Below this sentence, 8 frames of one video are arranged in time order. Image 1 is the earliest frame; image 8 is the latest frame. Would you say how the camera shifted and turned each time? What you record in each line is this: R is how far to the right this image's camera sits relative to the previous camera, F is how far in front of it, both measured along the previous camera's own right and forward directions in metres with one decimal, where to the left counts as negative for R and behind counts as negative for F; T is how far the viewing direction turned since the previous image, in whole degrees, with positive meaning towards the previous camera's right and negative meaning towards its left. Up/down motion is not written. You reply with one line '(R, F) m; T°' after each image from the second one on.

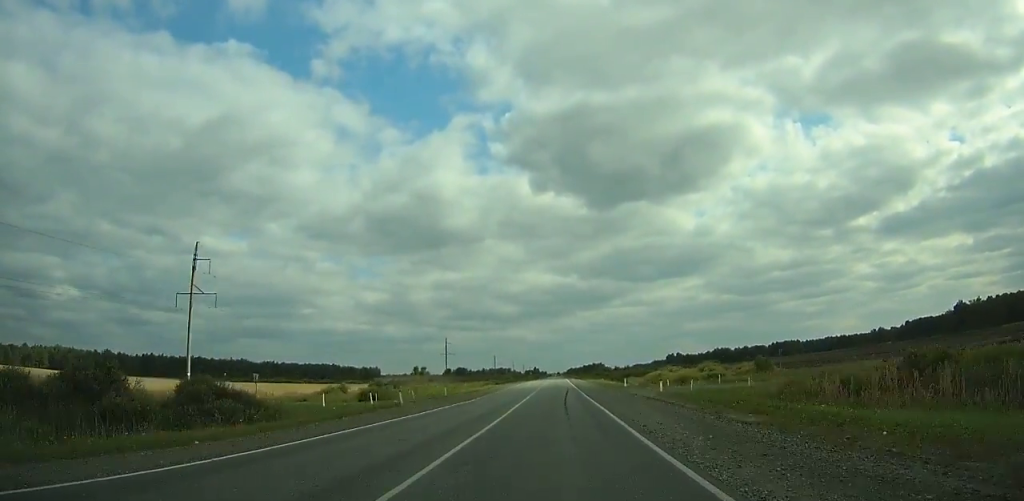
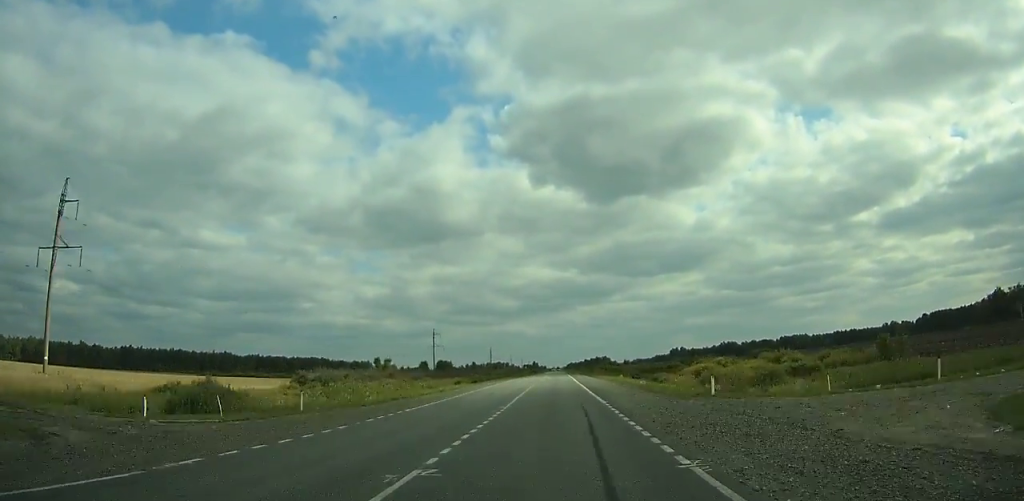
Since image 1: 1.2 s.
(0.0, +29.6) m; 0°
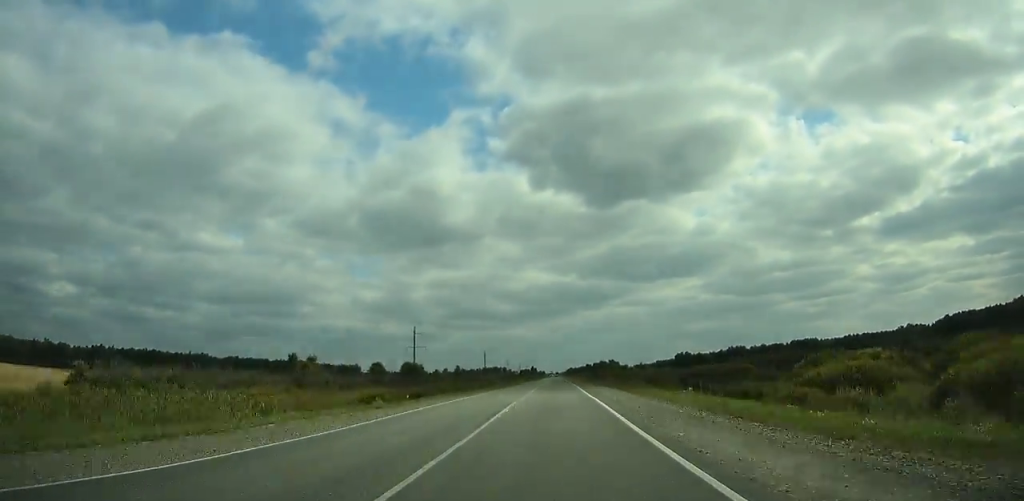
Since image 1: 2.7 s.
(0.0, +36.4) m; 0°
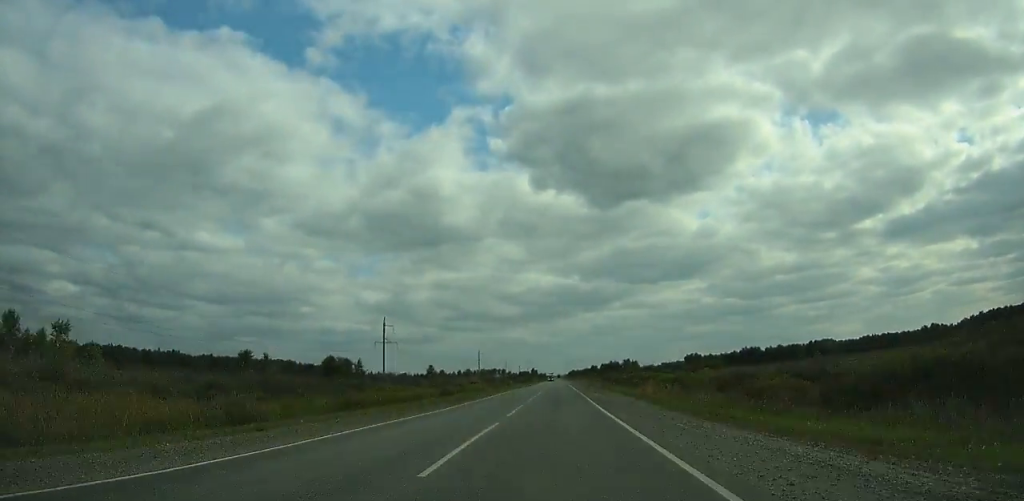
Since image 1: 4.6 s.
(-0.1, +46.0) m; 0°
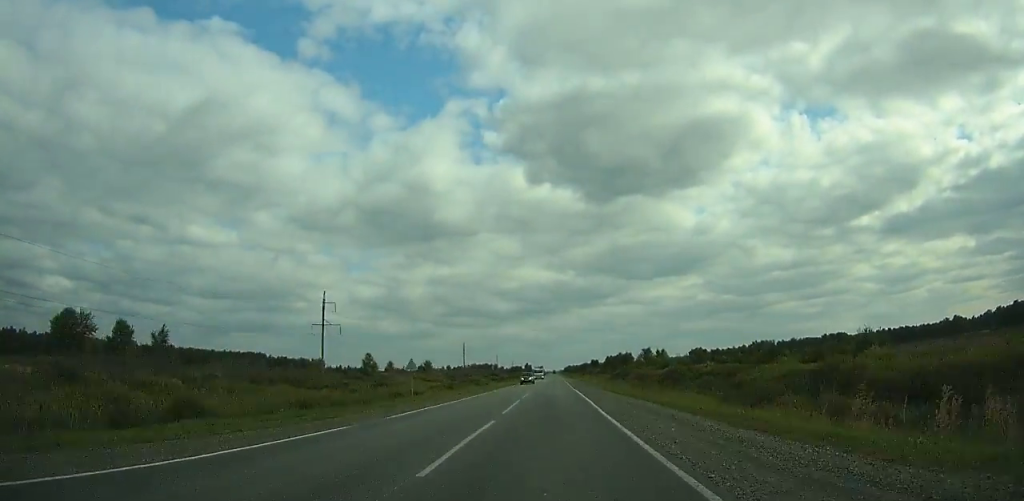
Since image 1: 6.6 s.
(+0.2, +48.3) m; 0°
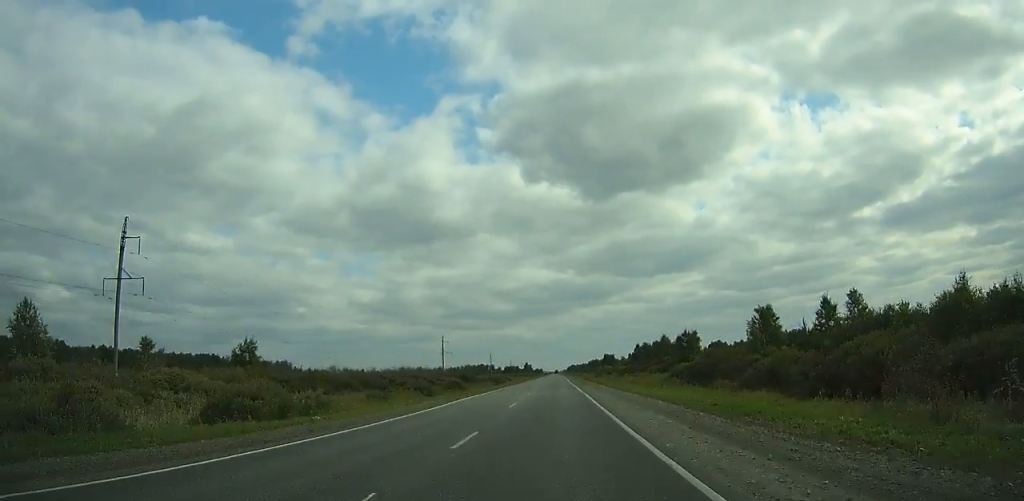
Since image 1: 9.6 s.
(+0.3, +72.8) m; 0°
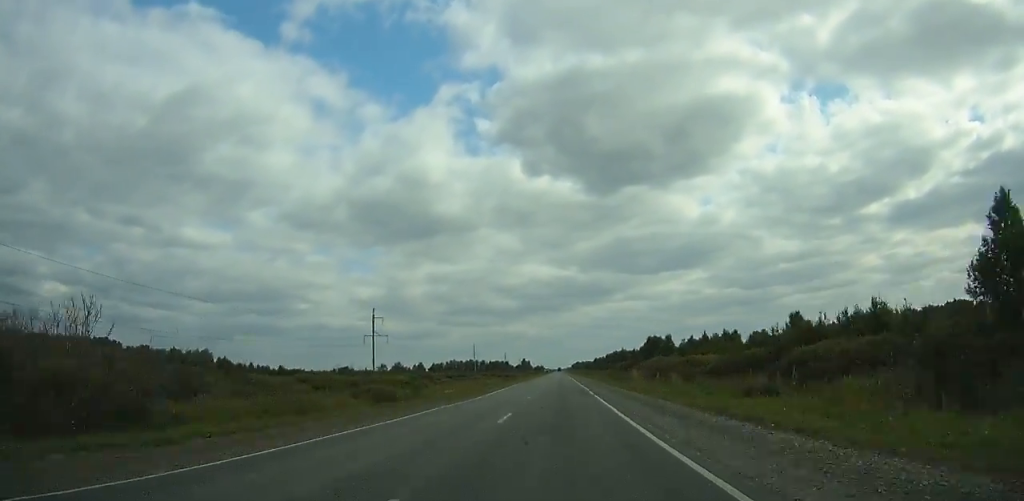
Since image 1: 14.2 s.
(-0.6, +113.0) m; 0°
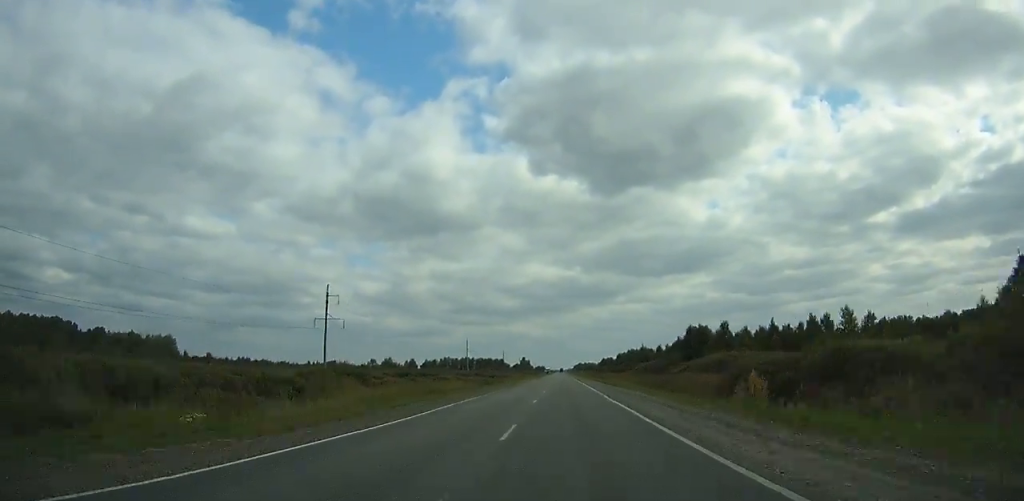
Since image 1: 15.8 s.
(-0.1, +39.5) m; 0°
